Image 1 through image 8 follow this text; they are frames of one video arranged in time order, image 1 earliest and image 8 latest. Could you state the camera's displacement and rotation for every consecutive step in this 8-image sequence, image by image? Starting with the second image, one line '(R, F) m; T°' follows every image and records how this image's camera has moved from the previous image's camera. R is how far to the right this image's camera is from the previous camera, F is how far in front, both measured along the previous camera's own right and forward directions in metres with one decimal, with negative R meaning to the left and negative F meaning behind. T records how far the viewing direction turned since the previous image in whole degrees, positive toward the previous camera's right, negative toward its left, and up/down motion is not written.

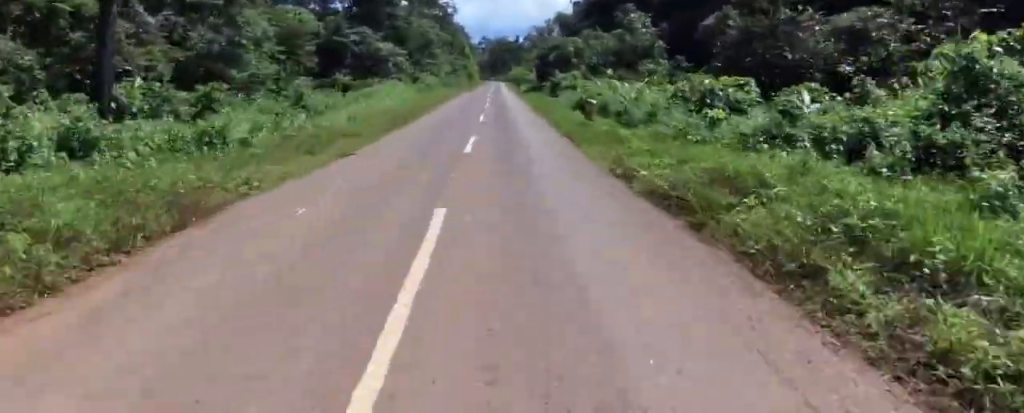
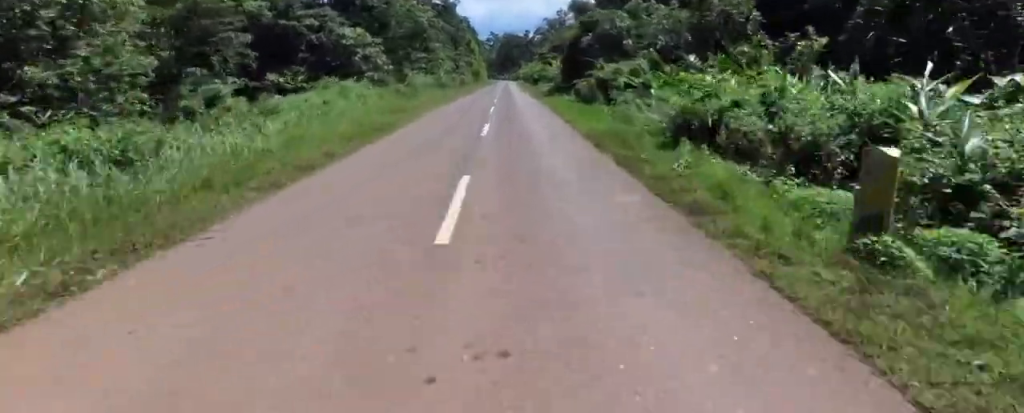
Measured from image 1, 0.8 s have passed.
(+0.1, +14.4) m; 0°
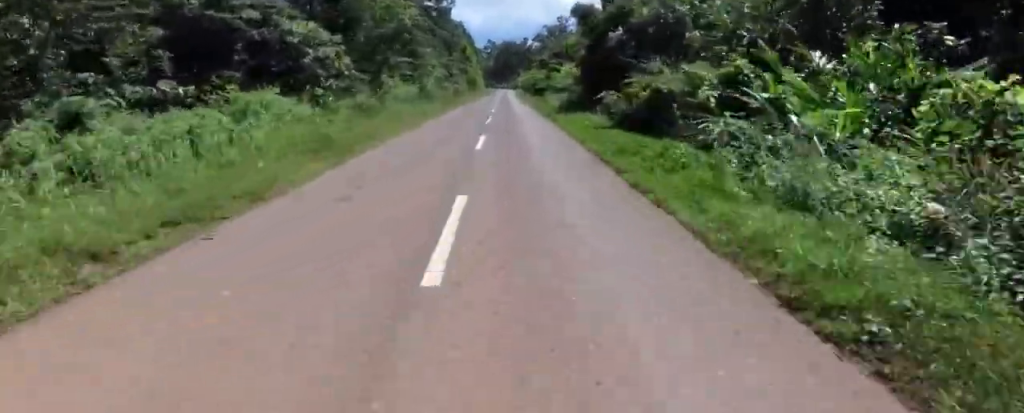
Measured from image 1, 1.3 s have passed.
(0.0, +8.9) m; +1°
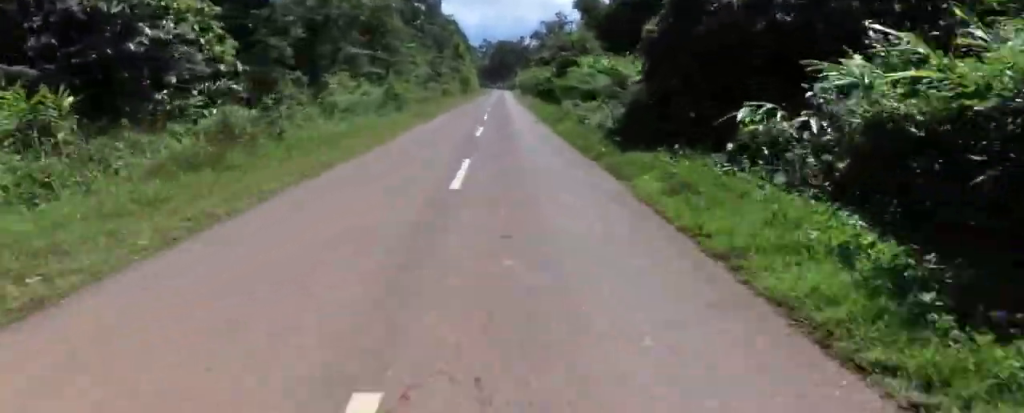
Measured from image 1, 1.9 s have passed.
(0.0, +12.8) m; +1°
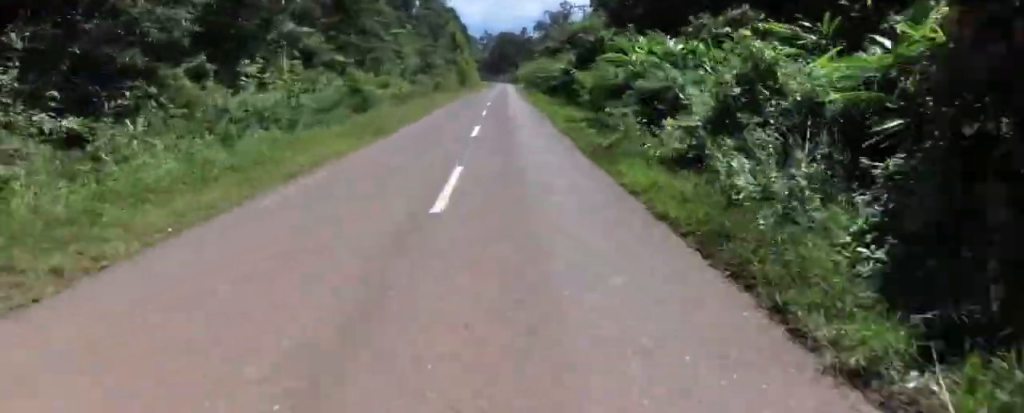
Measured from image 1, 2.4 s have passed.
(+0.2, +9.3) m; +1°
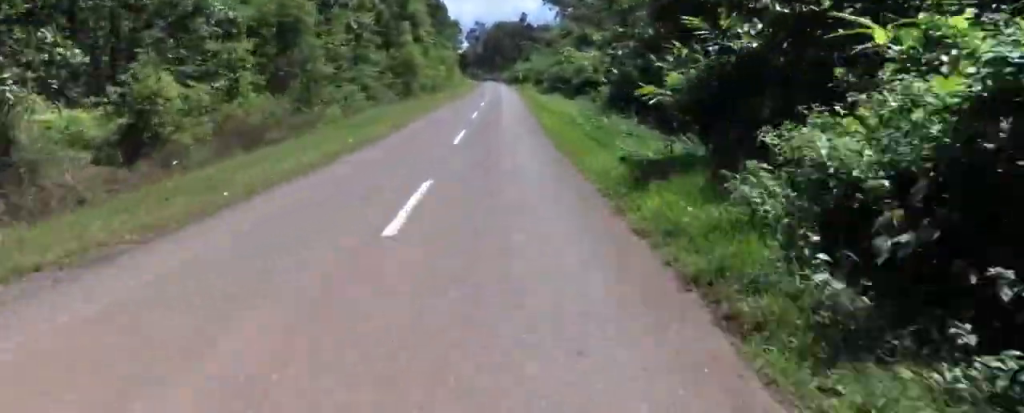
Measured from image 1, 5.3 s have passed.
(-1.3, +57.0) m; -5°
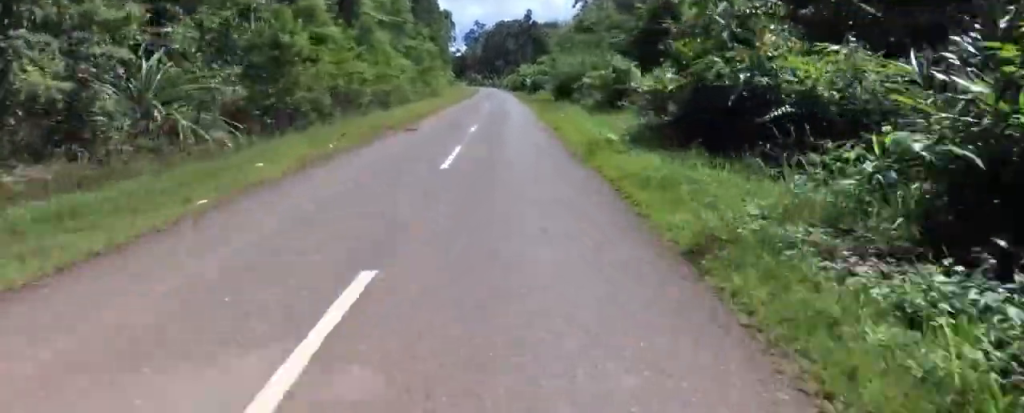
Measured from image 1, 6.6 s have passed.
(+0.8, +28.3) m; +5°
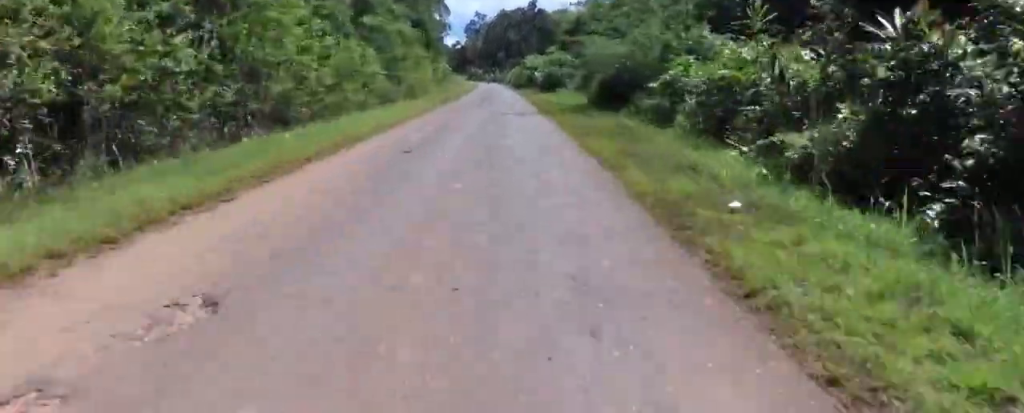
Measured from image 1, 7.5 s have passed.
(+0.3, +18.3) m; +1°
